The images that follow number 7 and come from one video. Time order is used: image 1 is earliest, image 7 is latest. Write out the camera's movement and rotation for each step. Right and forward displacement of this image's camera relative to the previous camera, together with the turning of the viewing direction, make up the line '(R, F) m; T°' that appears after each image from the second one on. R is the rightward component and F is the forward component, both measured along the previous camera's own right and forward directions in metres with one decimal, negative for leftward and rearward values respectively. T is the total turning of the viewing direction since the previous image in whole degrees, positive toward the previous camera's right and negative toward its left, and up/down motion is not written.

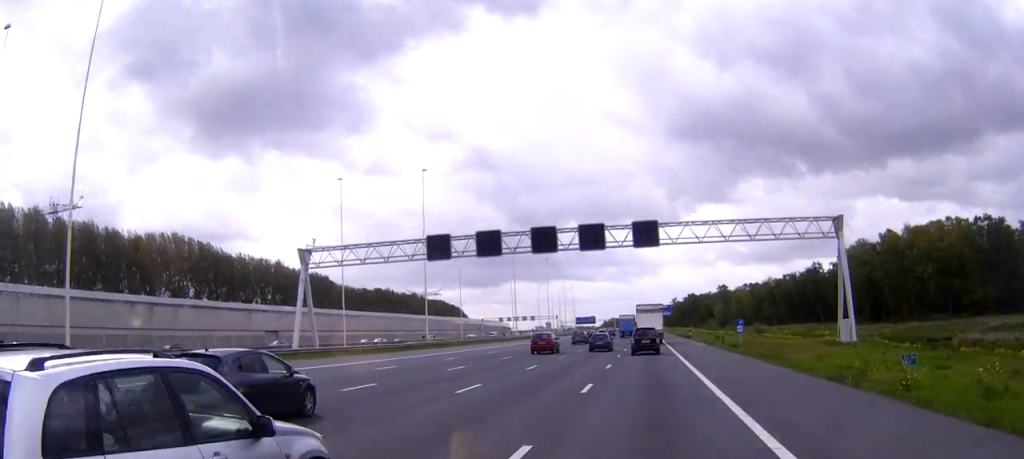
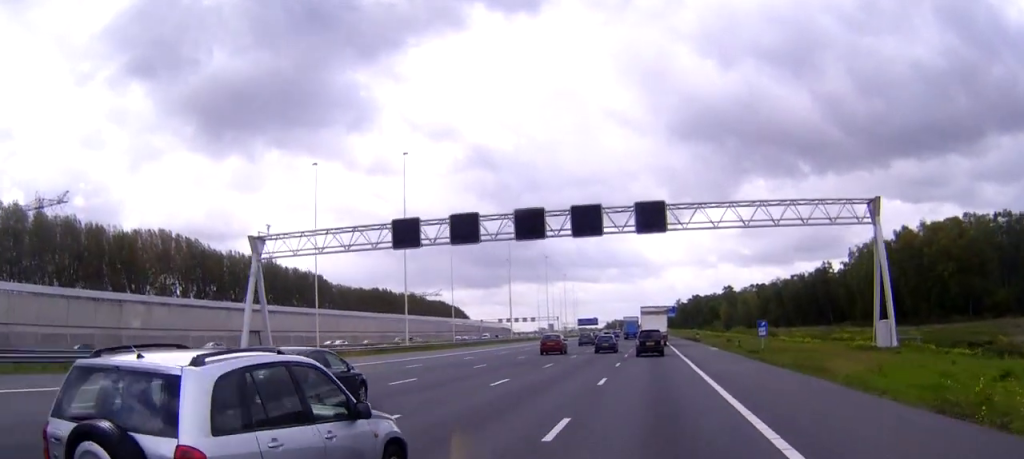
(0.0, +8.4) m; 0°
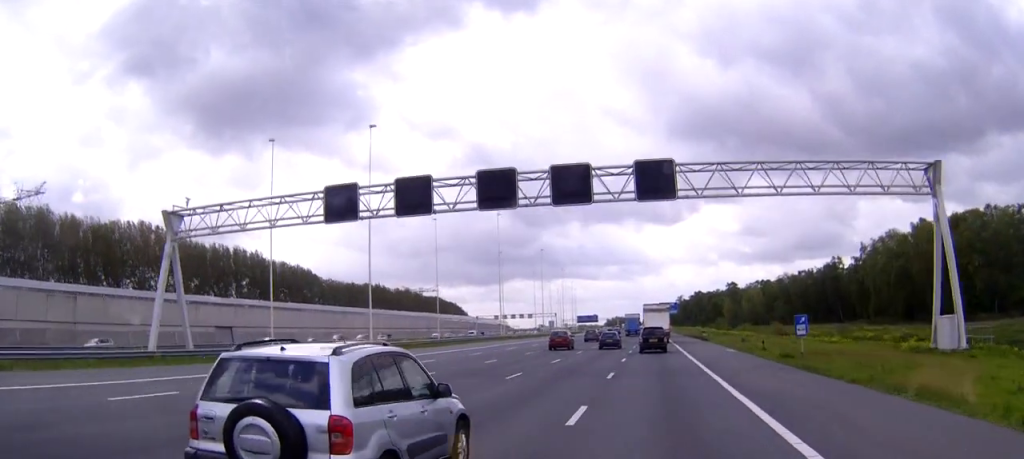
(-0.1, +10.5) m; 0°
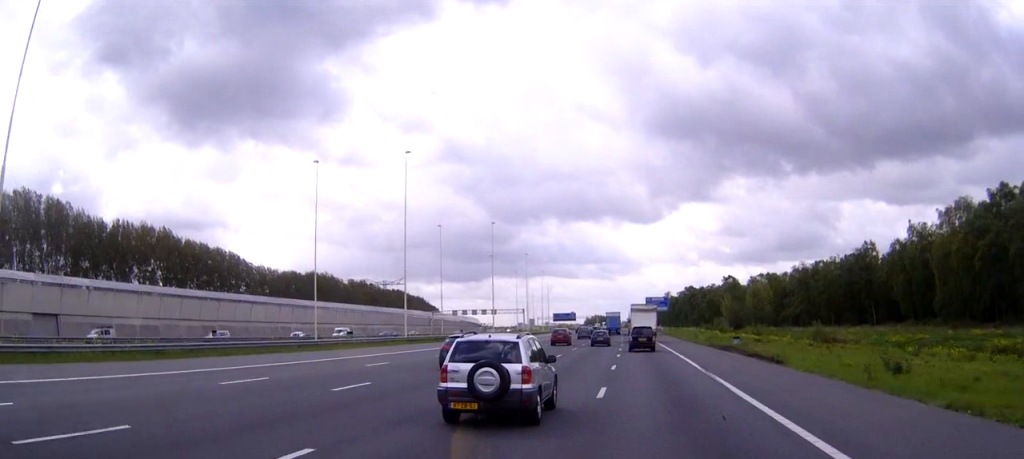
(0.0, +42.4) m; +1°
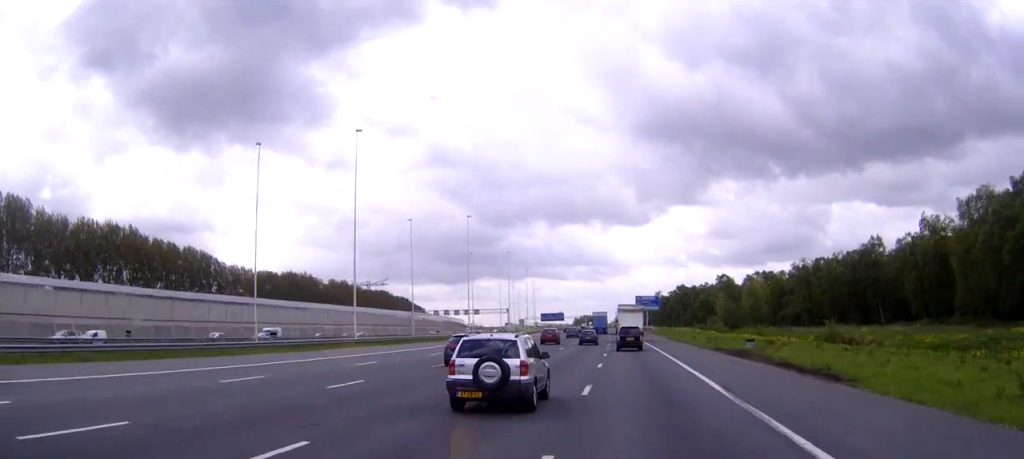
(0.0, +11.5) m; +1°
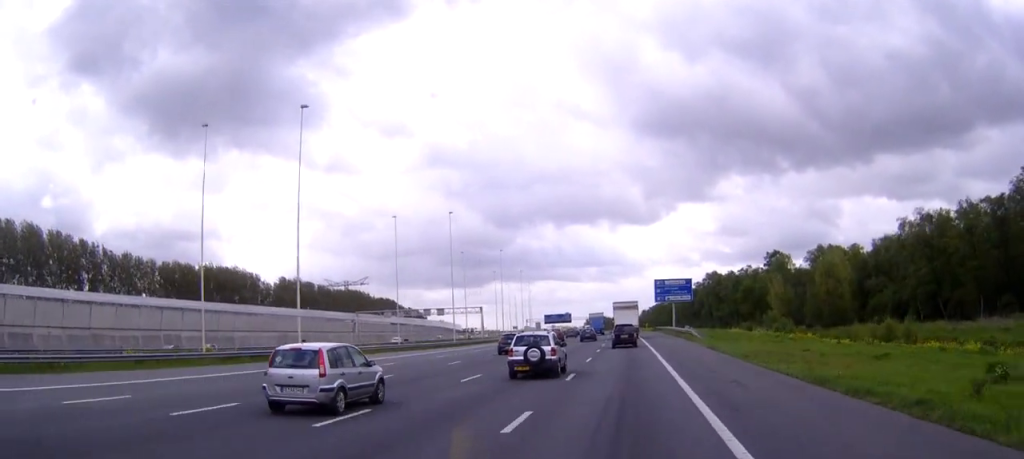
(+0.5, +66.3) m; 0°
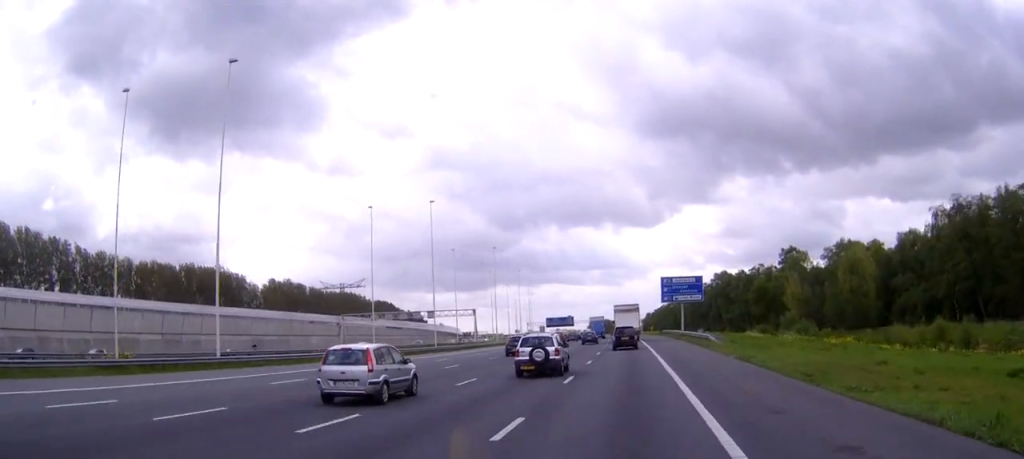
(-0.1, +12.5) m; 0°
